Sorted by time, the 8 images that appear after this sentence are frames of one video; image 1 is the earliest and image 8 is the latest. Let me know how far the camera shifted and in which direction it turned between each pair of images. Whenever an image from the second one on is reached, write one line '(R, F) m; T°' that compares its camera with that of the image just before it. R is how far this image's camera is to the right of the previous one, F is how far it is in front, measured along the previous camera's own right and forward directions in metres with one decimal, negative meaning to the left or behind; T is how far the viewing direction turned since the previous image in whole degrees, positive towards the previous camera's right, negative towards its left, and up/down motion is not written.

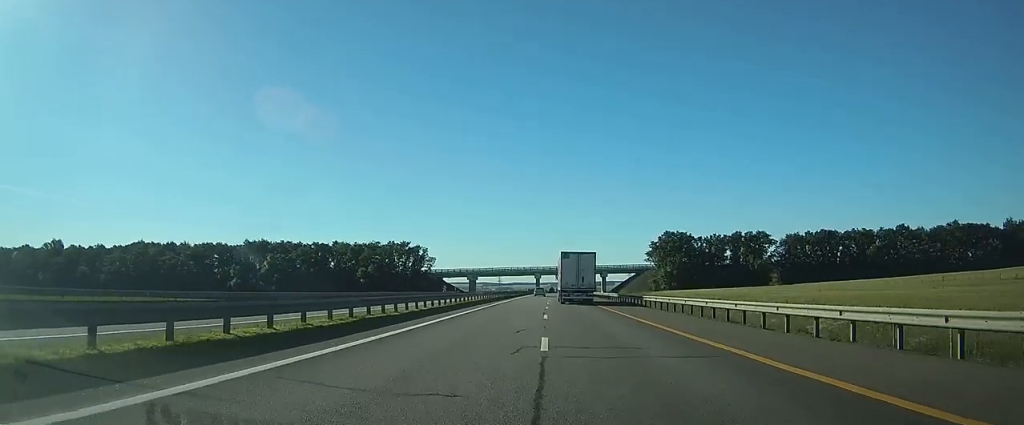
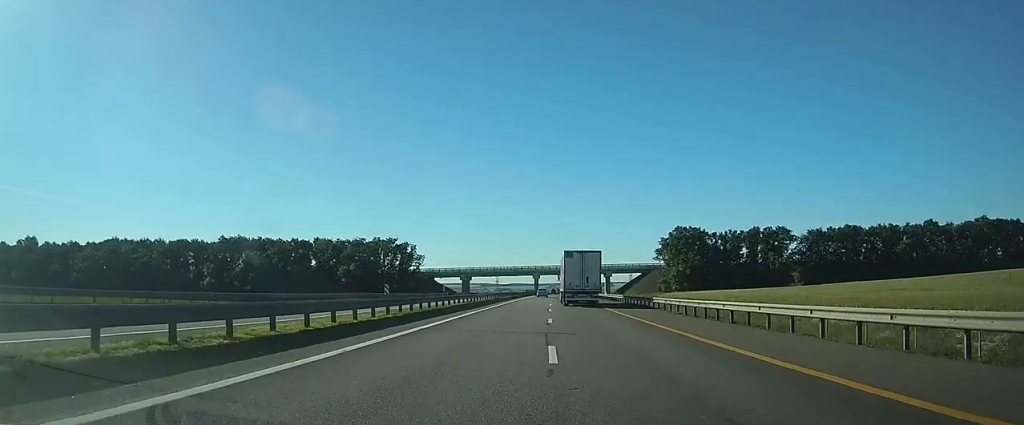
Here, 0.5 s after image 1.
(0.0, +14.0) m; 0°
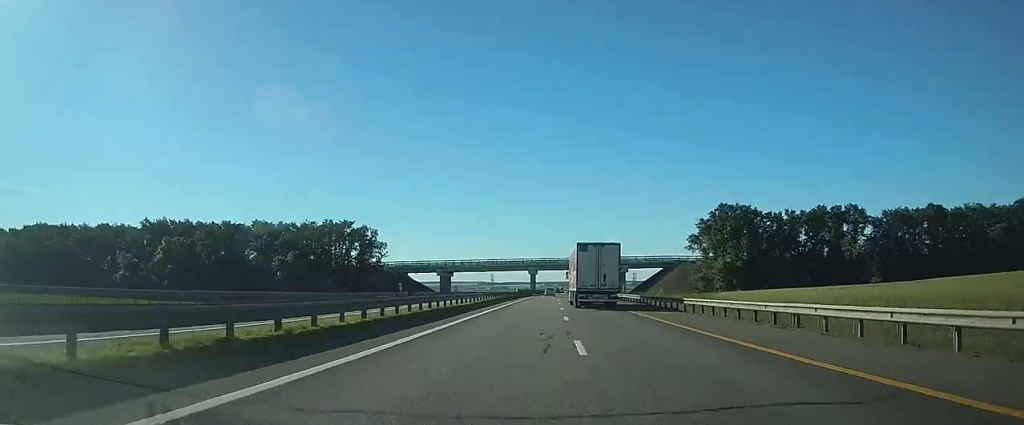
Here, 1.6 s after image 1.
(+0.1, +35.0) m; 0°
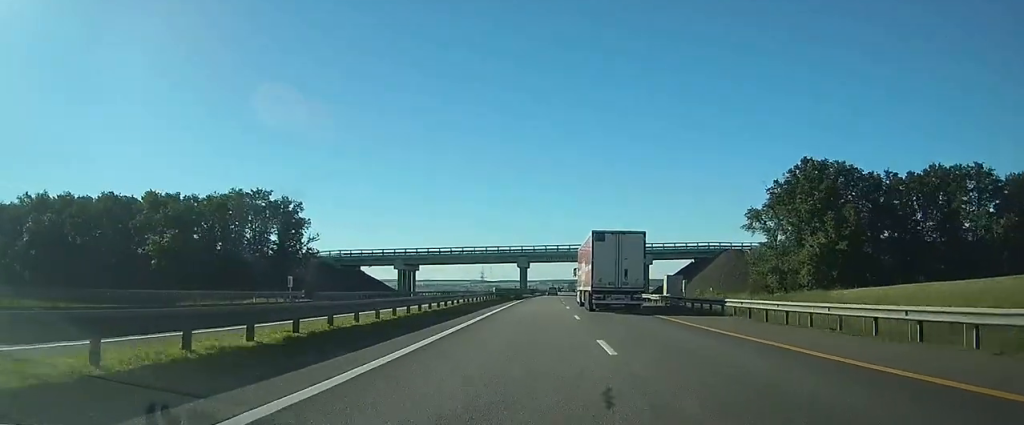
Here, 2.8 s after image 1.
(+0.1, +35.9) m; 0°
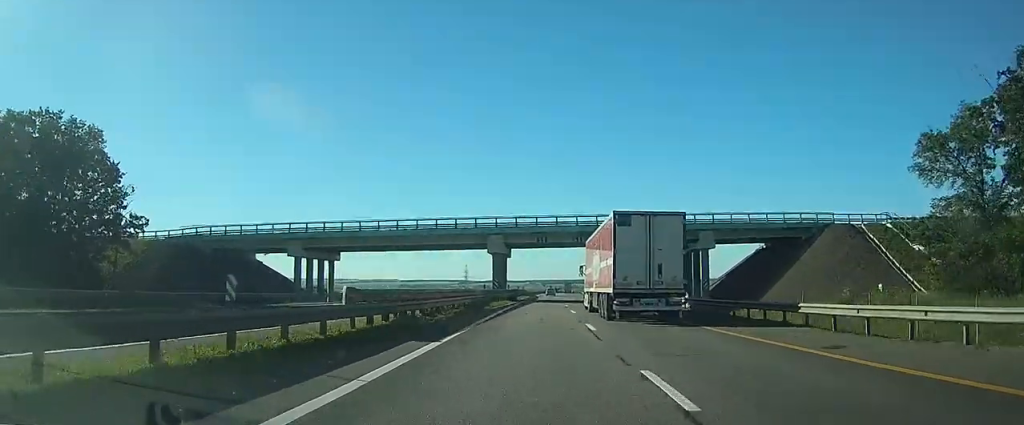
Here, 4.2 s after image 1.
(+0.3, +40.9) m; +1°
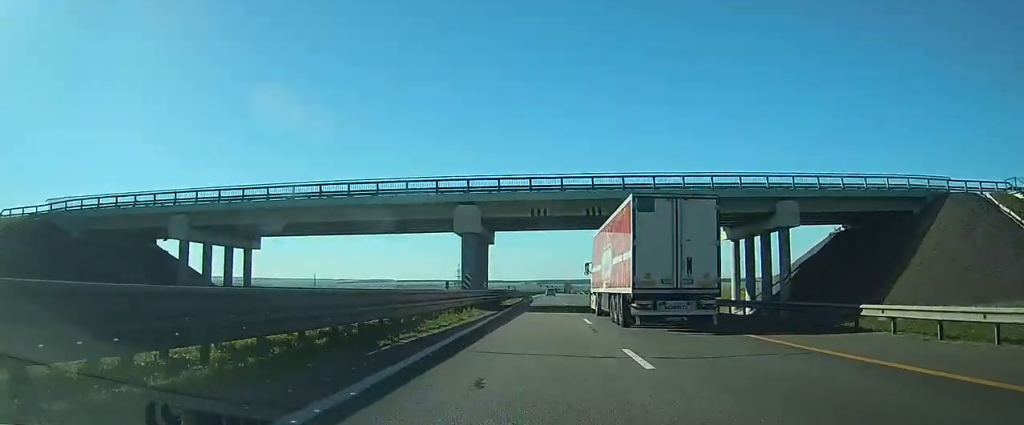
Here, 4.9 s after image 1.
(+0.1, +21.0) m; 0°
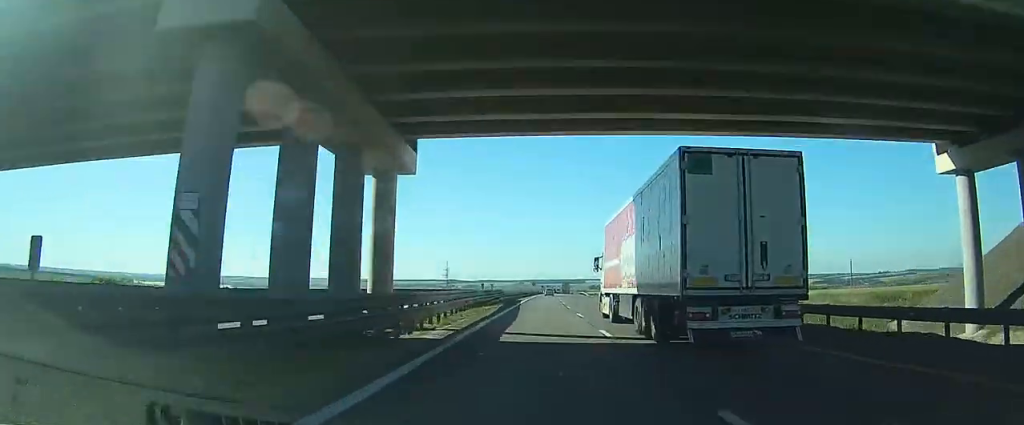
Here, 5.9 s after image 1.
(0.0, +30.0) m; 0°
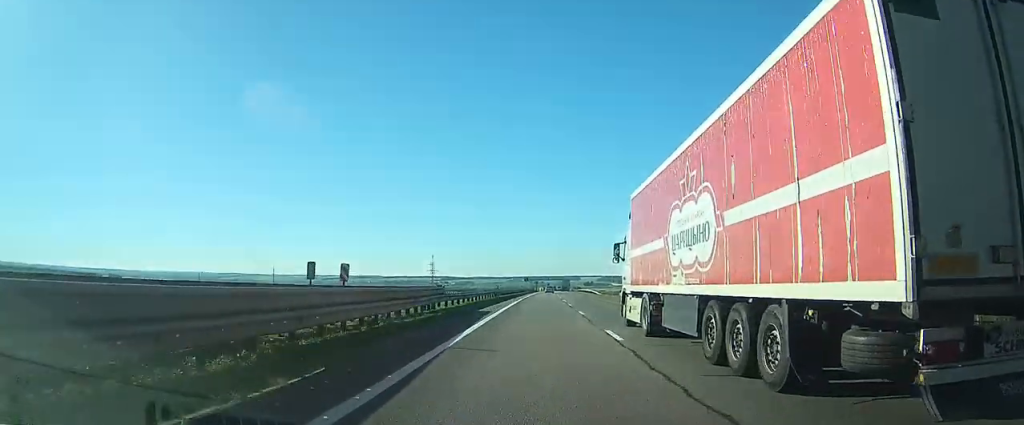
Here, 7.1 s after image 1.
(+0.3, +37.3) m; +1°
